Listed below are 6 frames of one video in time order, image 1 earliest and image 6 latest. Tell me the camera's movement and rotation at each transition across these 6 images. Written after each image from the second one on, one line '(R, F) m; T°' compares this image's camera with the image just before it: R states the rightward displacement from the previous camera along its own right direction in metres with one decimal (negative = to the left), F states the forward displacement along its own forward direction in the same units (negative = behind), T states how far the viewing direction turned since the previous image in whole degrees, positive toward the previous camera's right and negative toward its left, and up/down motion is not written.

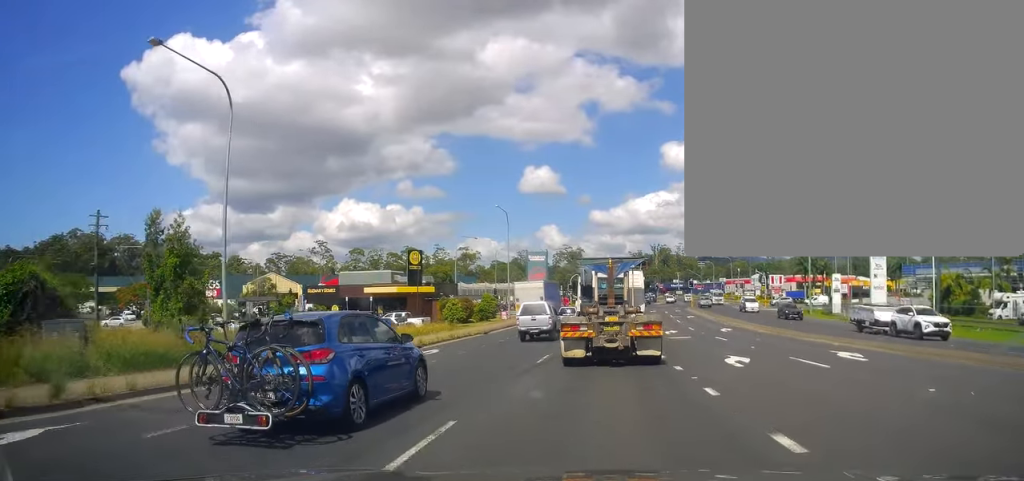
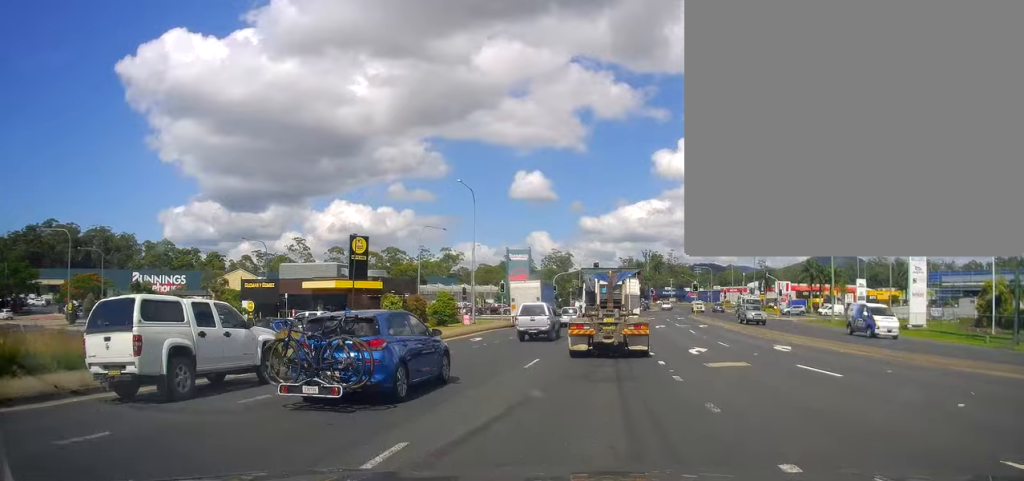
(-0.1, +12.4) m; -2°
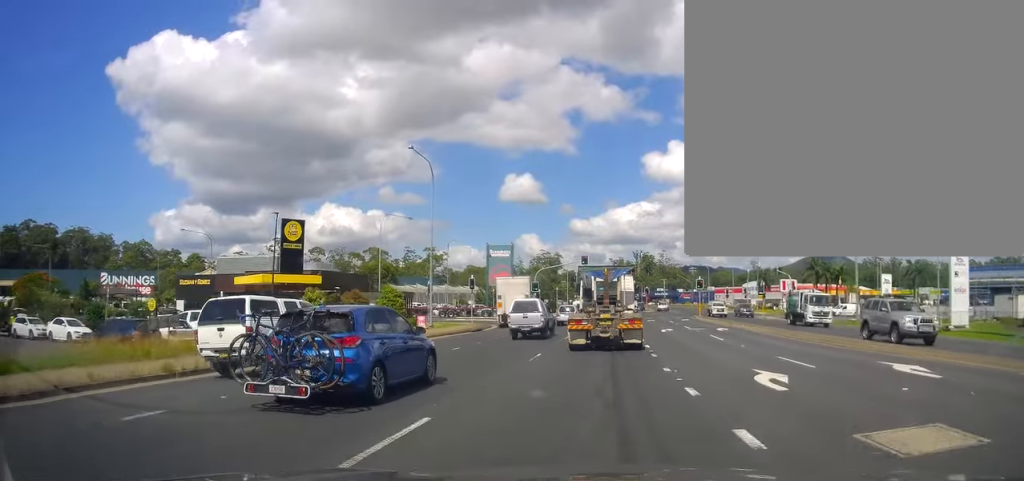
(+0.7, +10.0) m; +3°
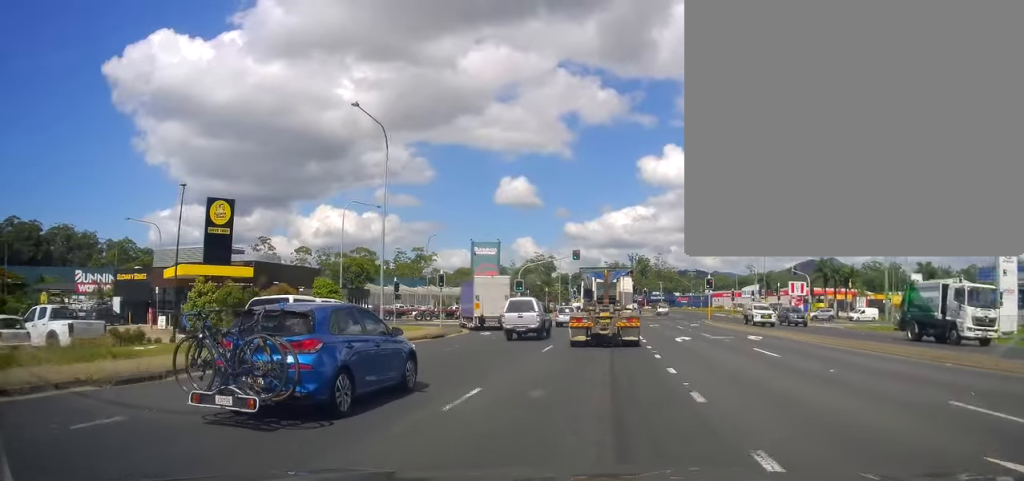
(-0.1, +8.6) m; -3°
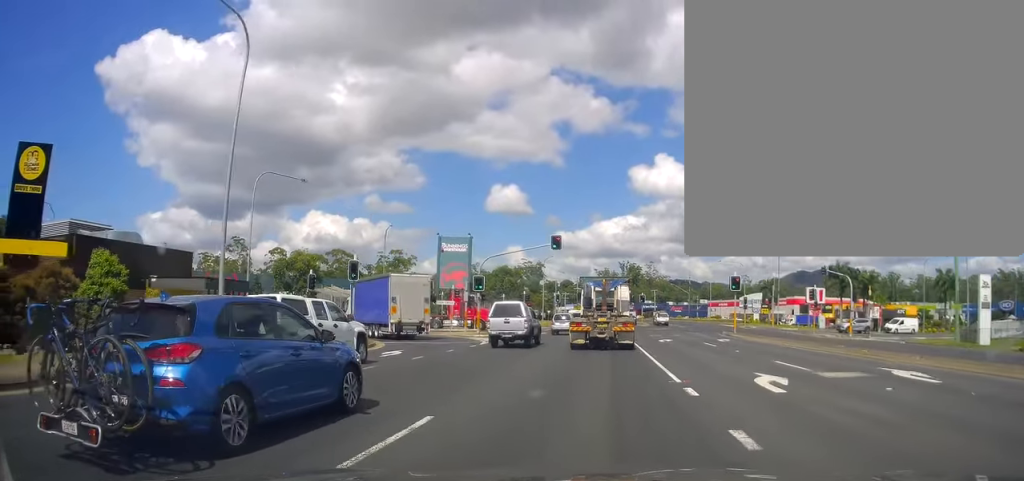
(-0.4, +15.0) m; 0°
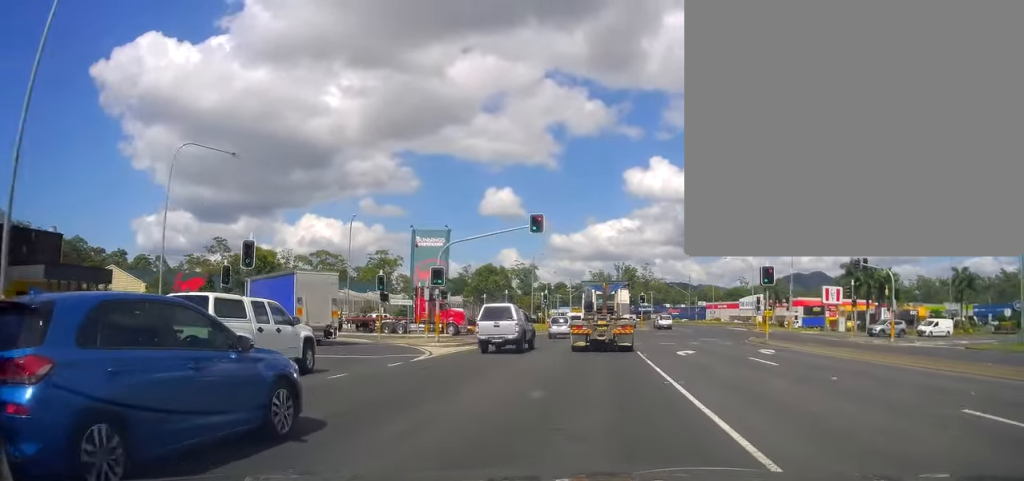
(+0.2, +9.7) m; +4°
